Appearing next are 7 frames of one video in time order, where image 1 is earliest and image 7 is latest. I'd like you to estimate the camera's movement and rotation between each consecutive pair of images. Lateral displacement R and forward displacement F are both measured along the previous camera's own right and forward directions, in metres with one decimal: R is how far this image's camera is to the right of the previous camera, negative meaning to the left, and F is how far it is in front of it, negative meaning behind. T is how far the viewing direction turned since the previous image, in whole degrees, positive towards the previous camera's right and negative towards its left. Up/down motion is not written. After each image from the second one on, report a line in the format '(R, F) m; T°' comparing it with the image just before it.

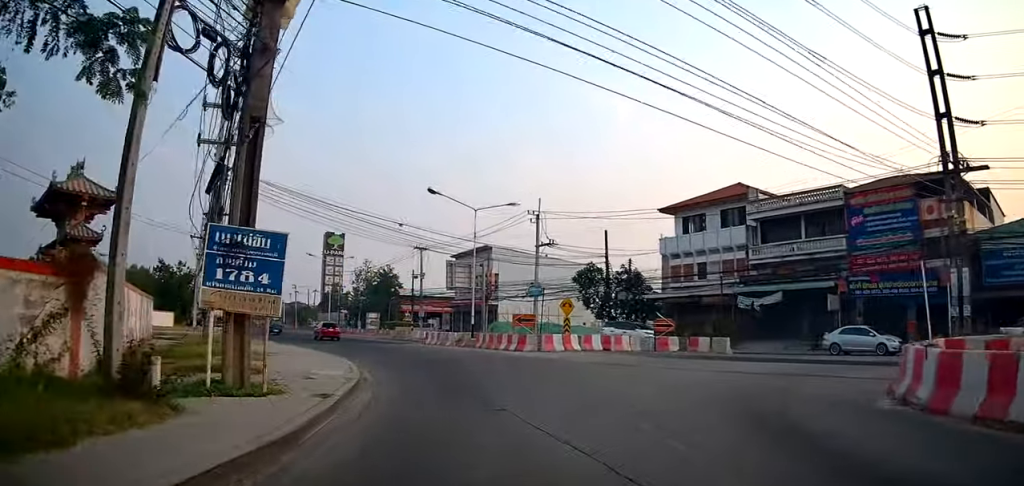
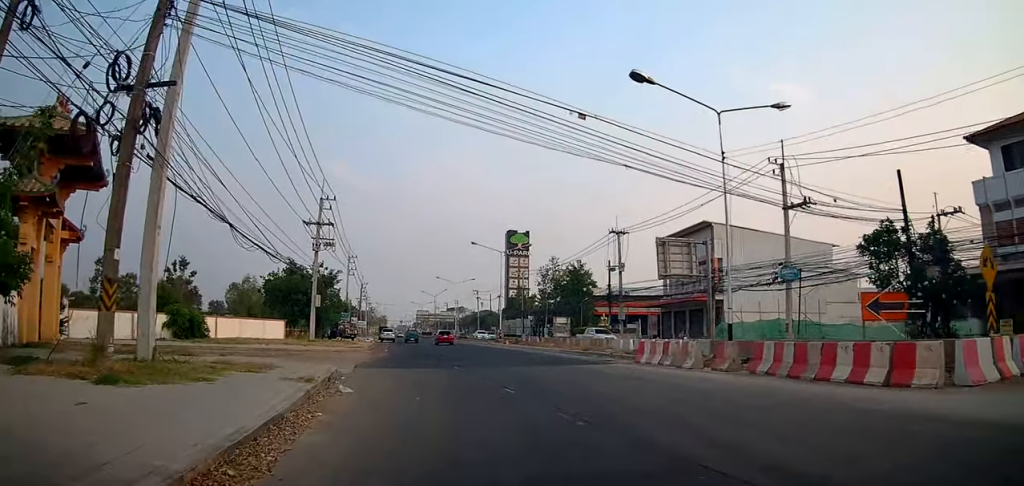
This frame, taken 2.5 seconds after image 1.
(-1.5, +17.1) m; -16°
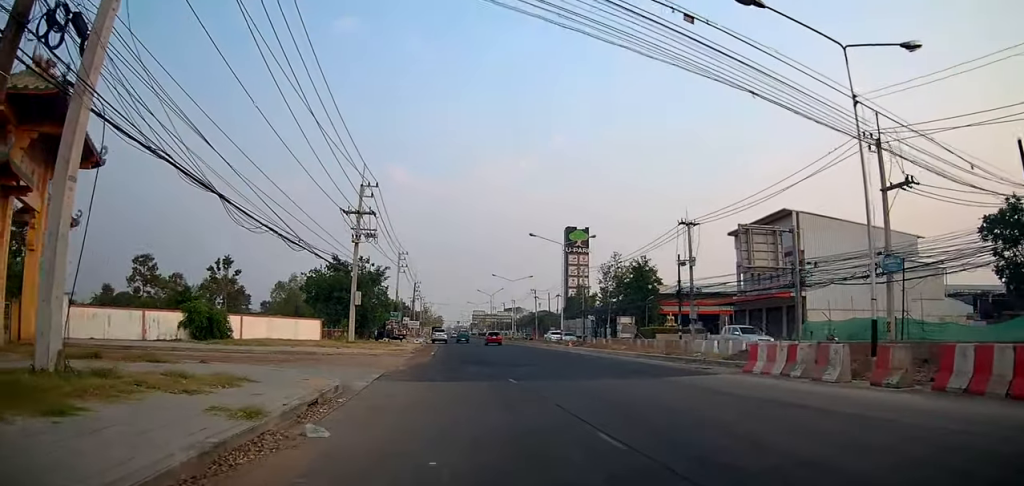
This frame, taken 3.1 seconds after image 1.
(-0.8, +4.8) m; -8°
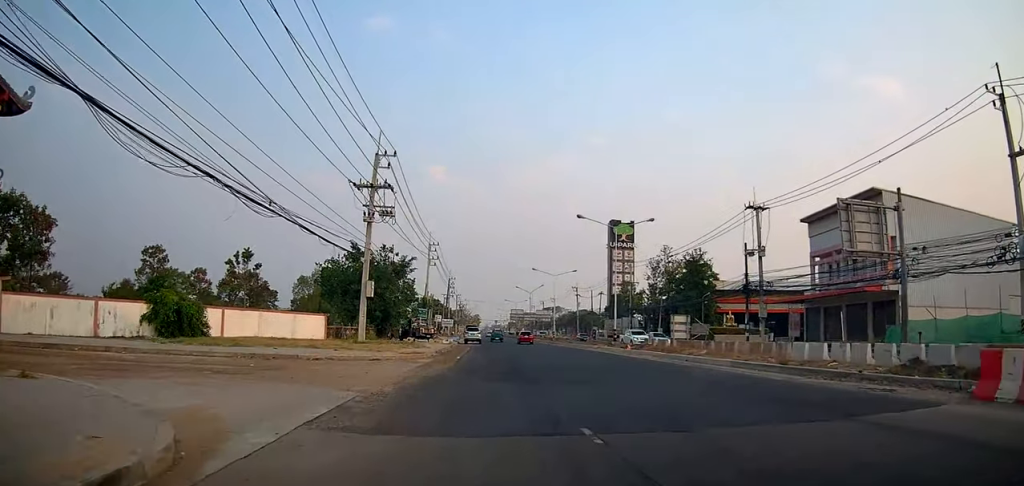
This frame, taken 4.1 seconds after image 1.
(-0.8, +7.4) m; -8°
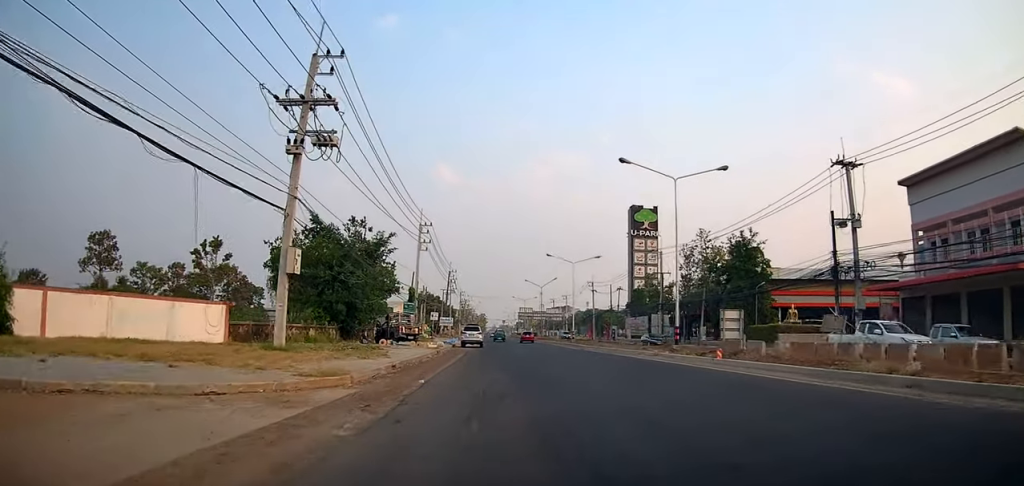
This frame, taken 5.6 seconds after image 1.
(-0.8, +13.3) m; 0°
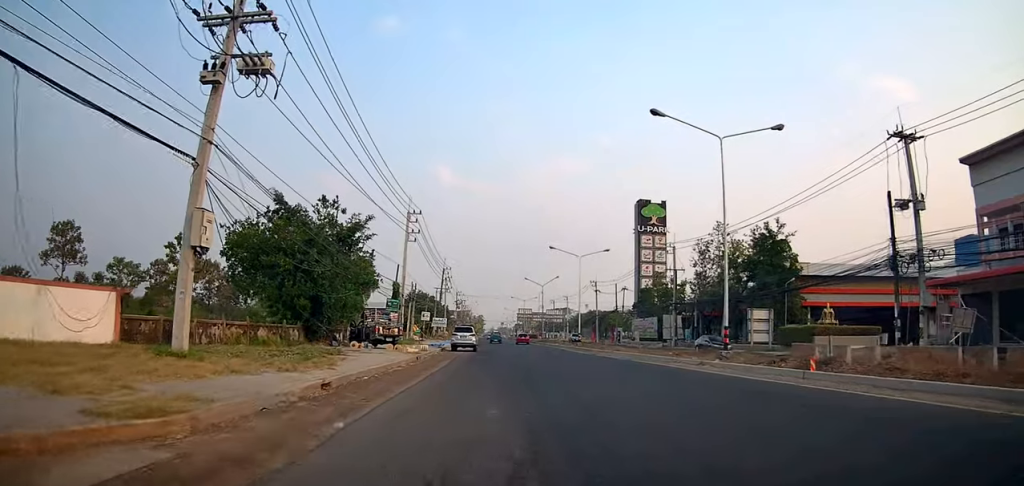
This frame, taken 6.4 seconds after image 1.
(+0.6, +6.7) m; +4°
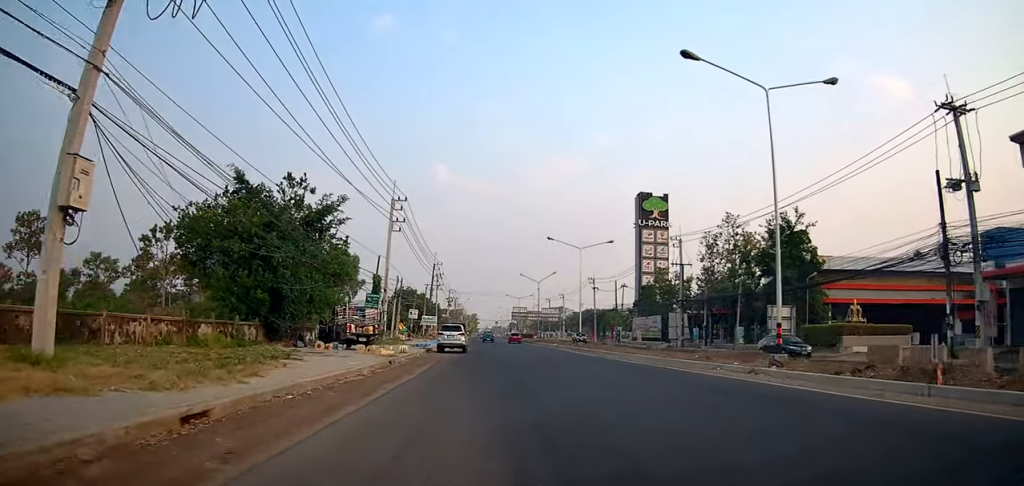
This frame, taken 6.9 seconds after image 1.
(+0.1, +5.0) m; +2°
